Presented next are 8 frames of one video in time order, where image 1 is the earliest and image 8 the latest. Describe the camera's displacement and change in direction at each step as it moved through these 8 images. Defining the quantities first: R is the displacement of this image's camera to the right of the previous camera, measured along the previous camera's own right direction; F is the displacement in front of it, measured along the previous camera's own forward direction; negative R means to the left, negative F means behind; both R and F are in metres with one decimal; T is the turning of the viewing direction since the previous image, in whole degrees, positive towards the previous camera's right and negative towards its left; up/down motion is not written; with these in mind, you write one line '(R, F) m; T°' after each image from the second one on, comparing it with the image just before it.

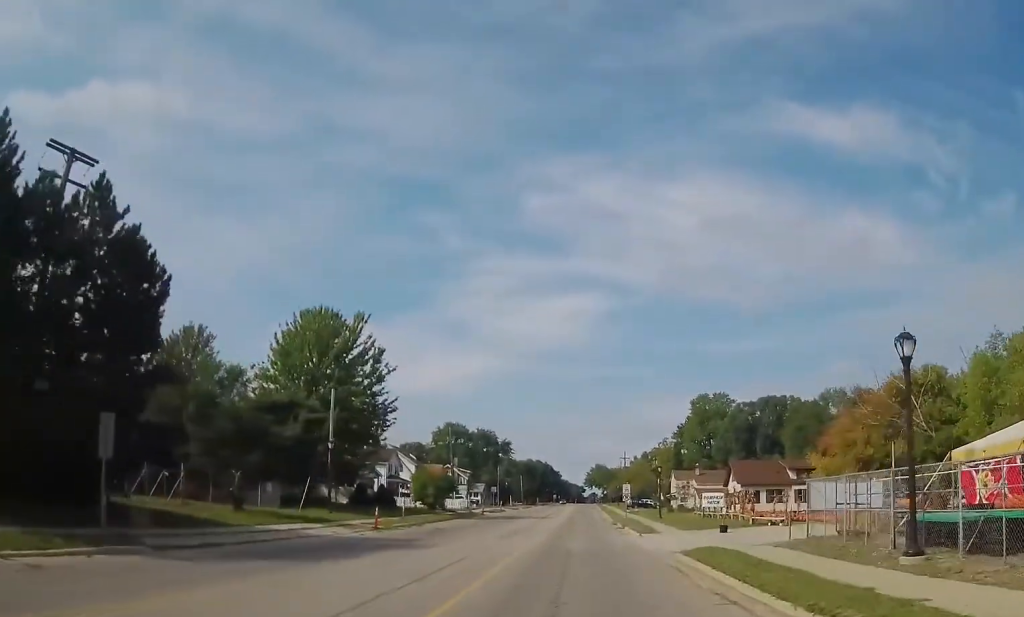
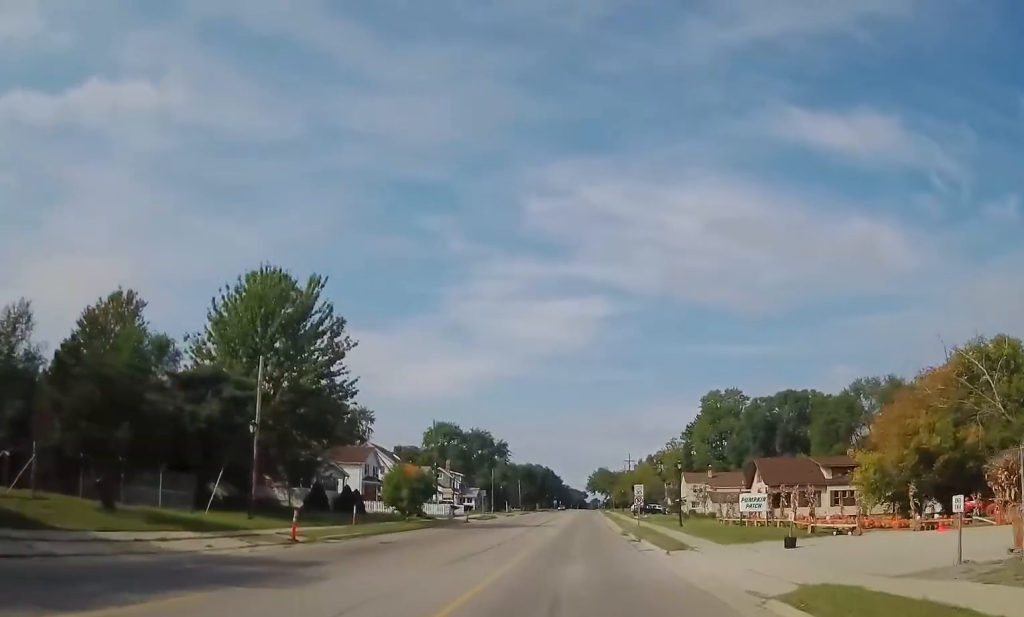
(0.0, +11.0) m; +1°
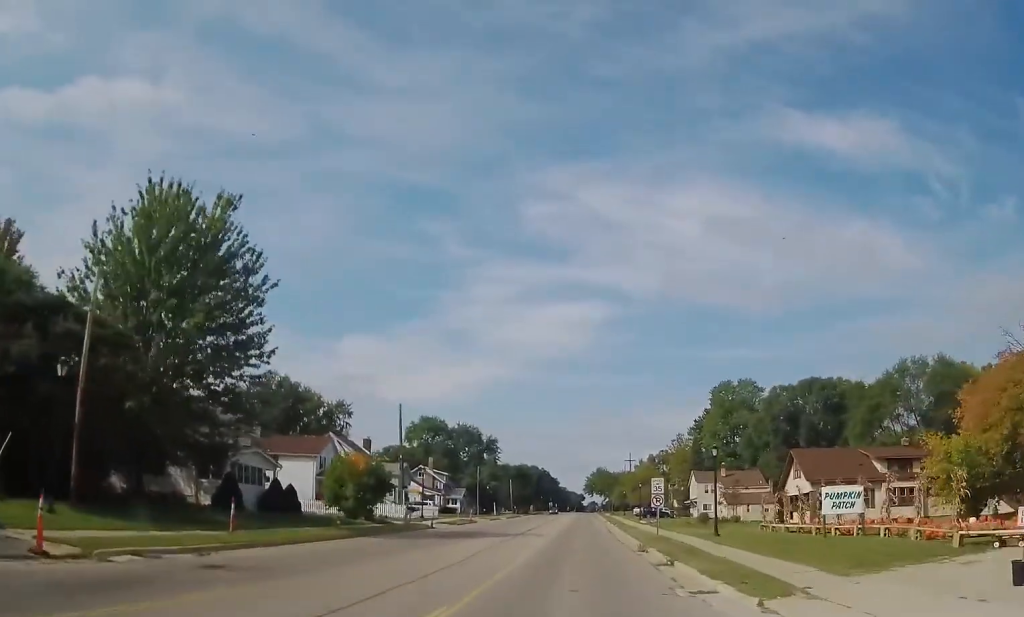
(+0.3, +13.5) m; +3°
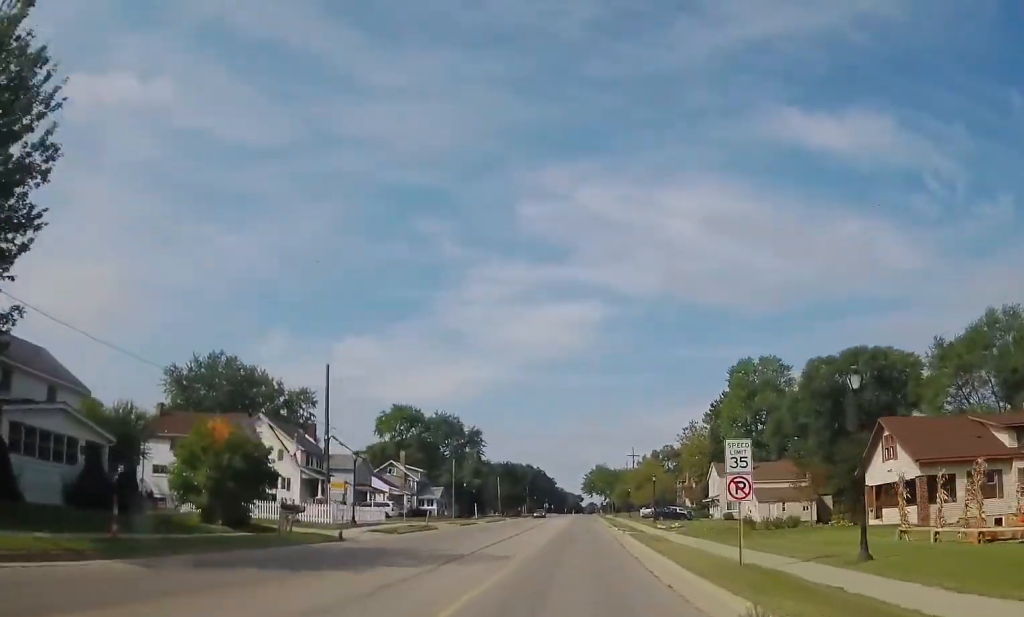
(+0.3, +18.4) m; 0°
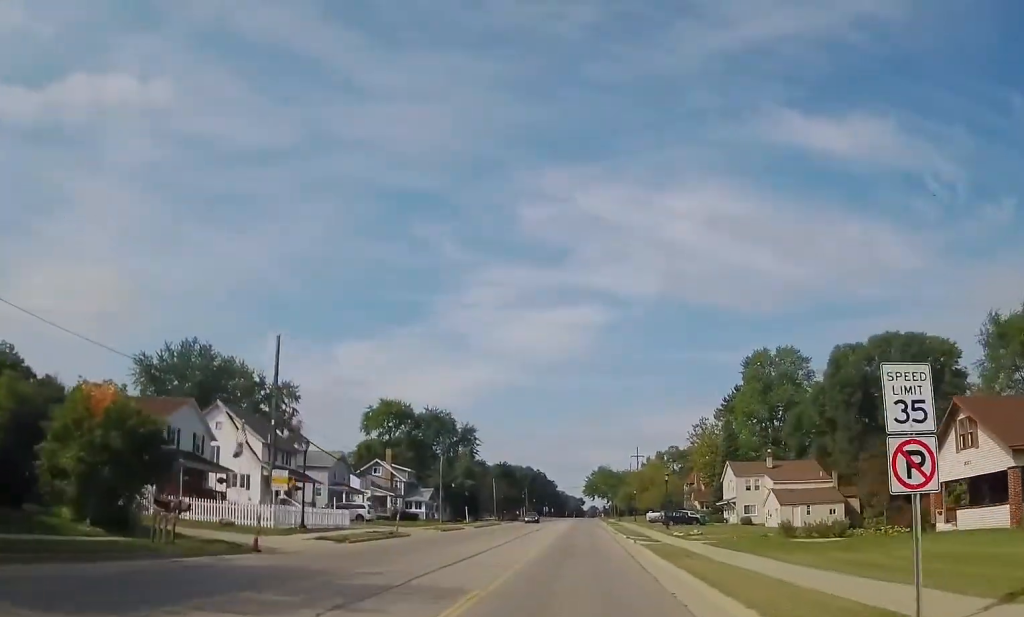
(-0.2, +8.6) m; -1°
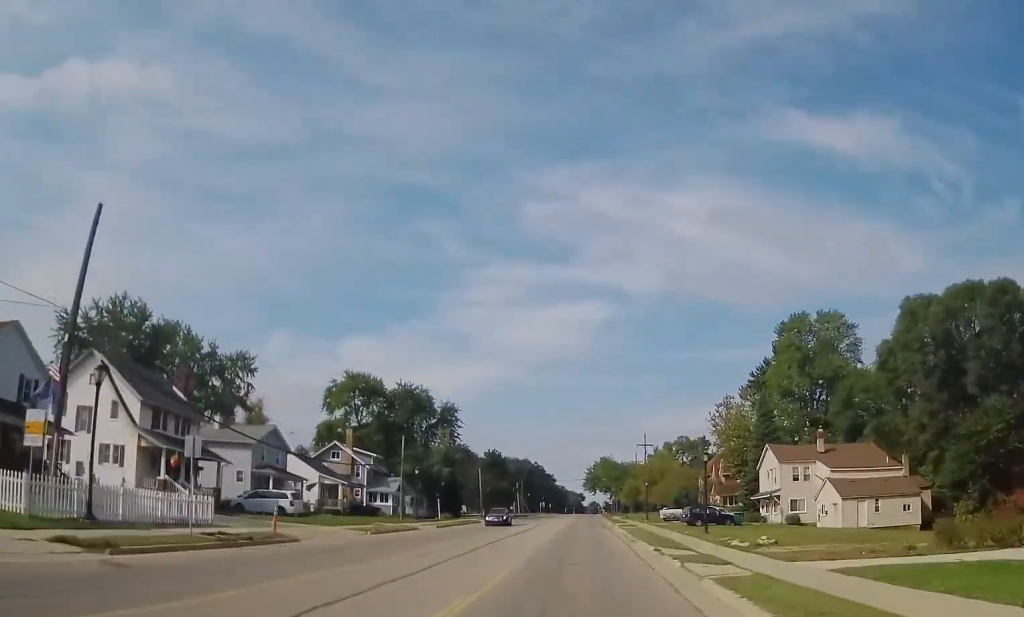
(-0.1, +17.6) m; 0°
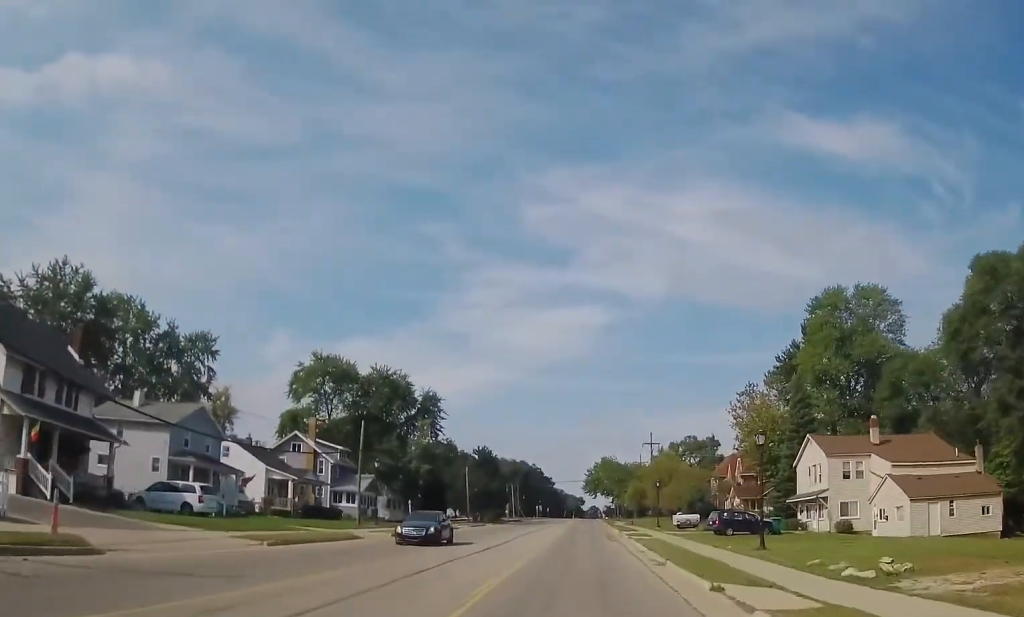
(0.0, +12.2) m; +1°
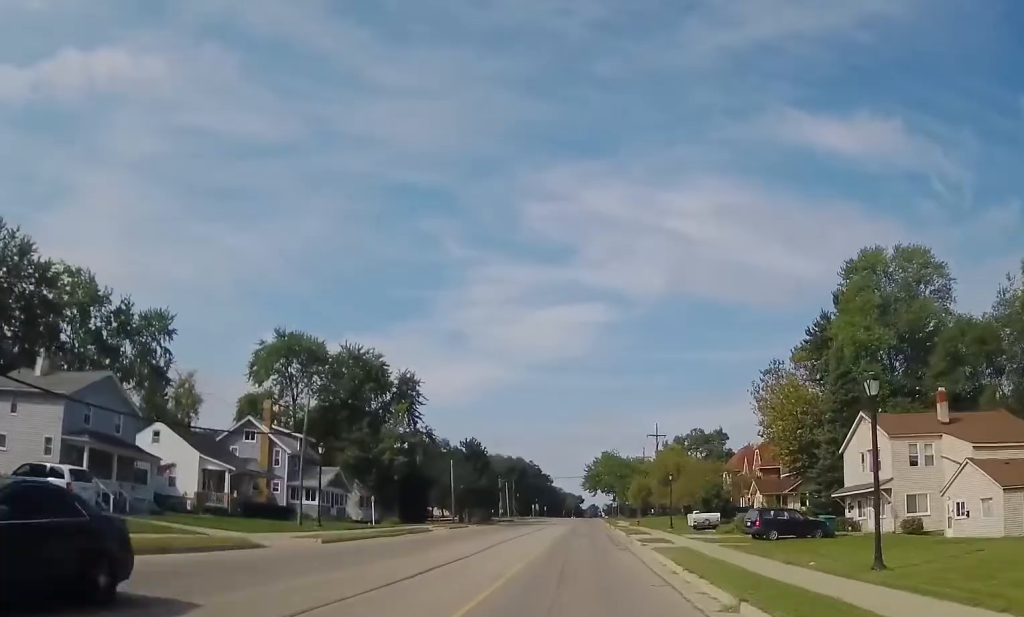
(-0.1, +10.8) m; +1°
